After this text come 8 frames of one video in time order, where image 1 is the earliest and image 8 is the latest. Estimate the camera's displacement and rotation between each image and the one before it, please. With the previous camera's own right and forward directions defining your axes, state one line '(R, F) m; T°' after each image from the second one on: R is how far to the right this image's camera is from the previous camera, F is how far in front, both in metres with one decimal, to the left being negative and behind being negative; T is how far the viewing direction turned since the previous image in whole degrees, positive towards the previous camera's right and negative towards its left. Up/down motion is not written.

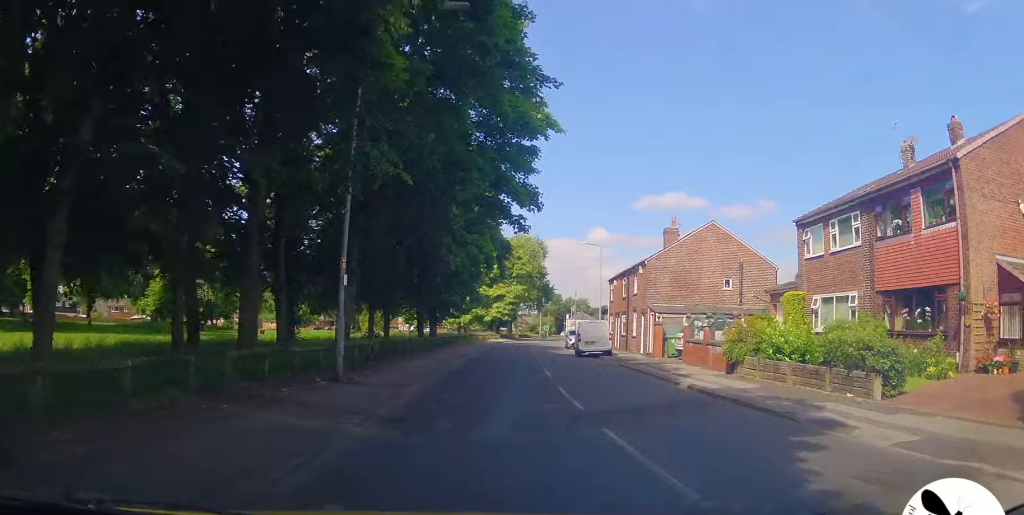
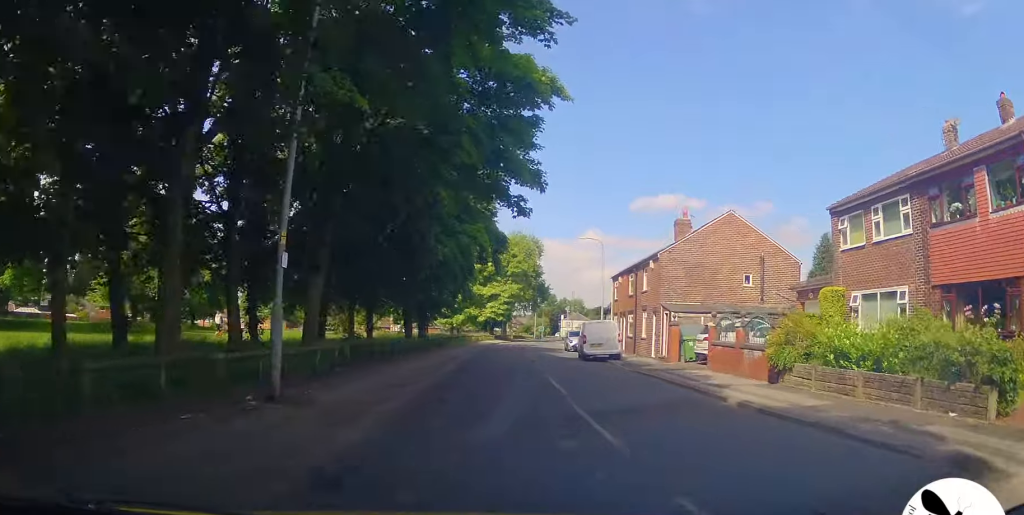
(+0.4, +3.2) m; +2°
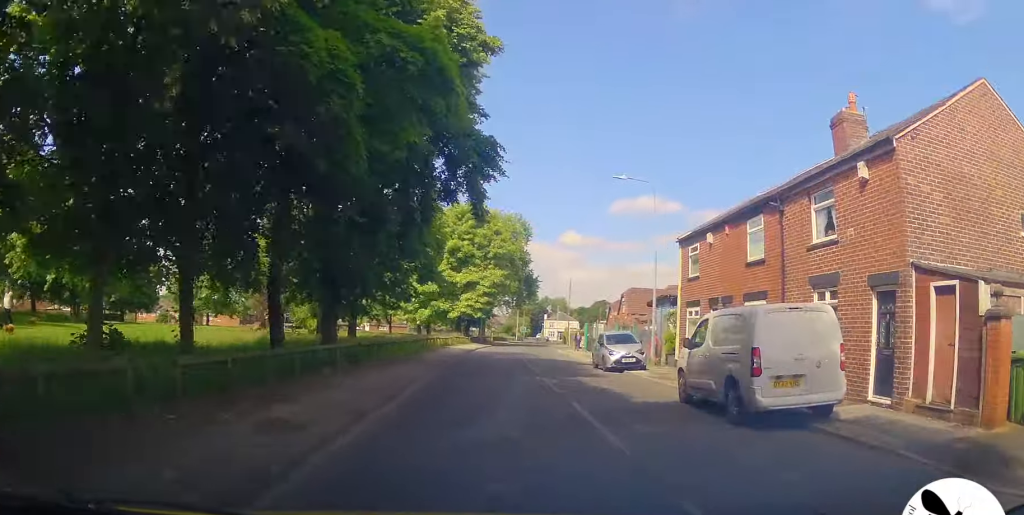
(-0.6, +17.8) m; +2°
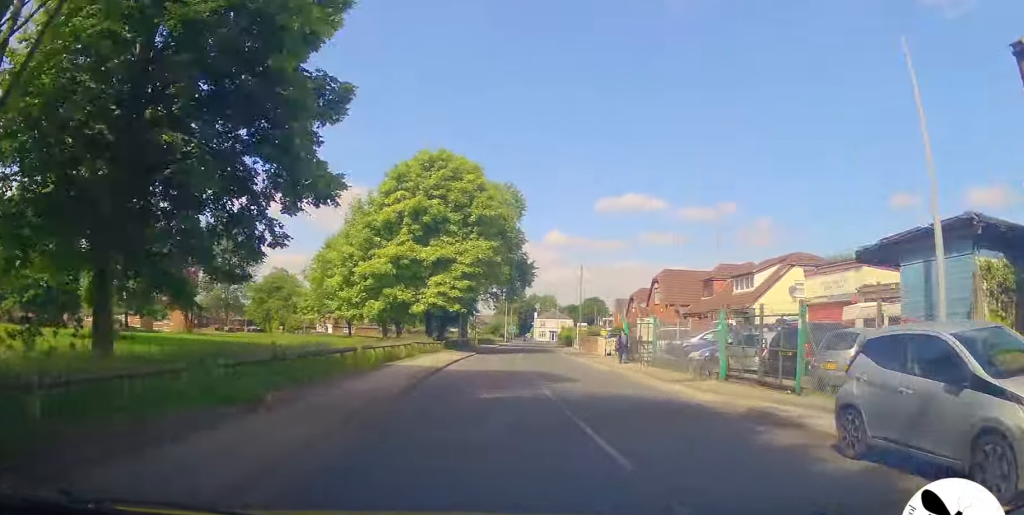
(+1.2, +18.4) m; +1°
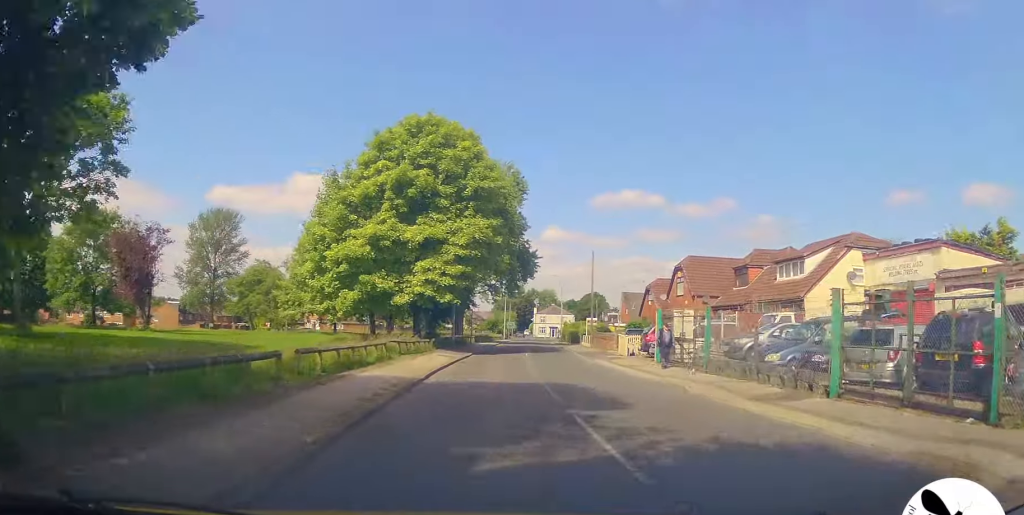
(-0.4, +6.5) m; +2°
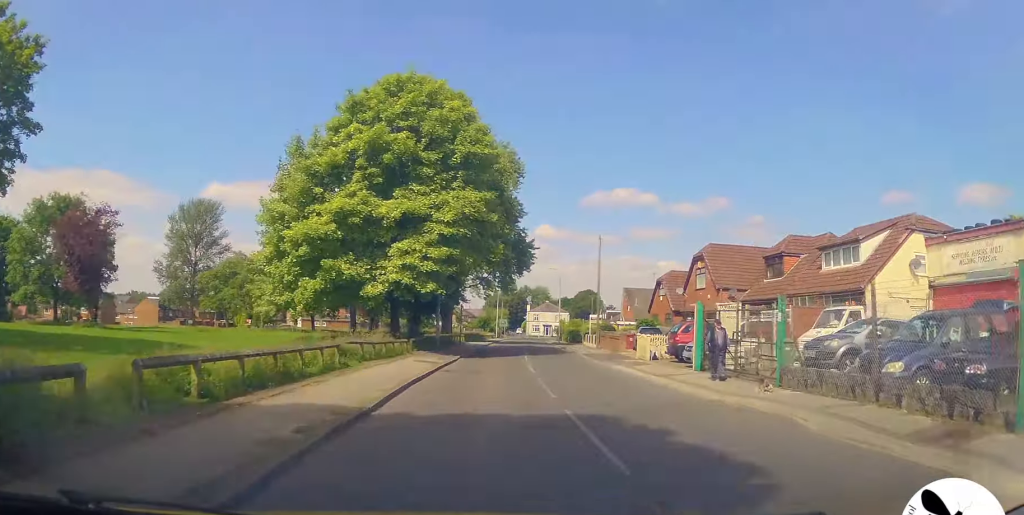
(+0.2, +5.7) m; +2°
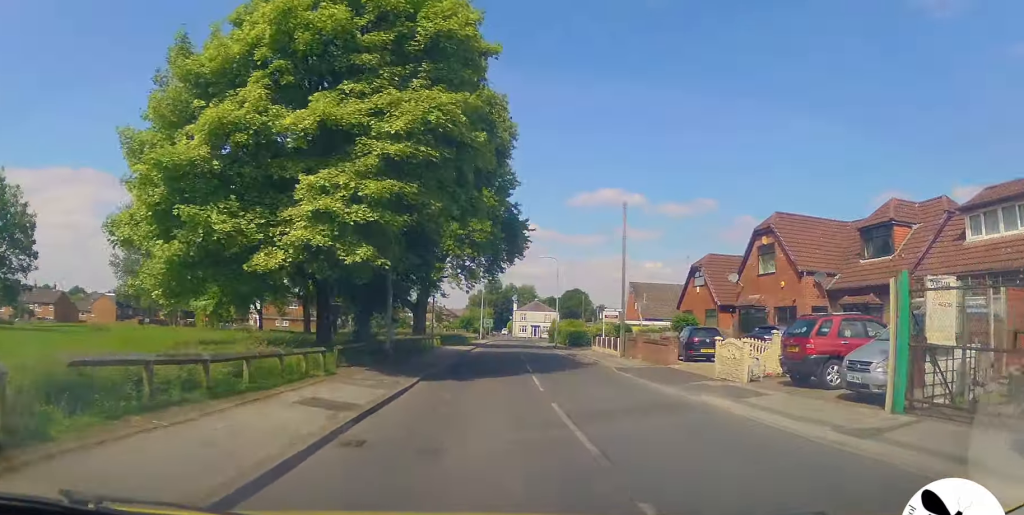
(+0.5, +11.1) m; +1°
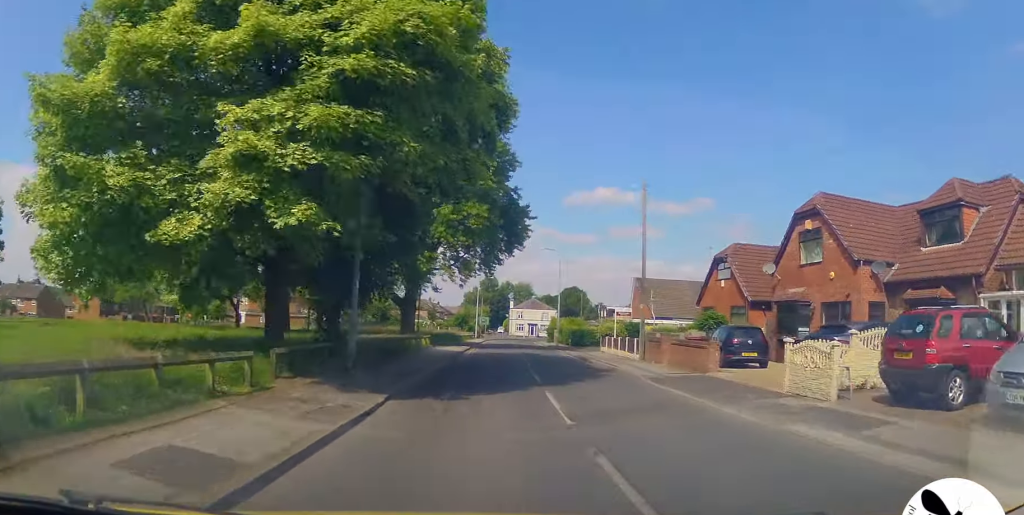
(-0.1, +4.3) m; -1°
